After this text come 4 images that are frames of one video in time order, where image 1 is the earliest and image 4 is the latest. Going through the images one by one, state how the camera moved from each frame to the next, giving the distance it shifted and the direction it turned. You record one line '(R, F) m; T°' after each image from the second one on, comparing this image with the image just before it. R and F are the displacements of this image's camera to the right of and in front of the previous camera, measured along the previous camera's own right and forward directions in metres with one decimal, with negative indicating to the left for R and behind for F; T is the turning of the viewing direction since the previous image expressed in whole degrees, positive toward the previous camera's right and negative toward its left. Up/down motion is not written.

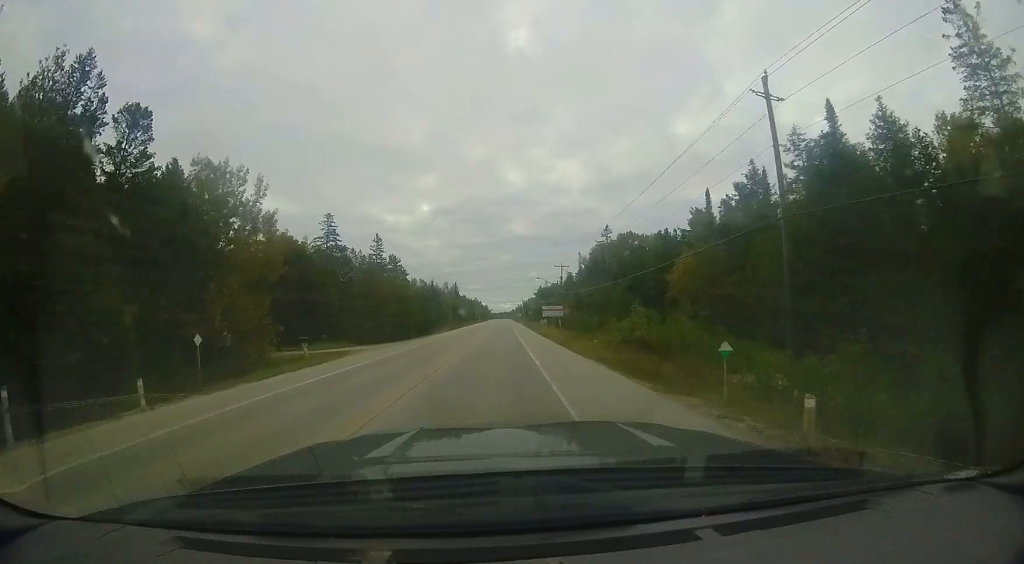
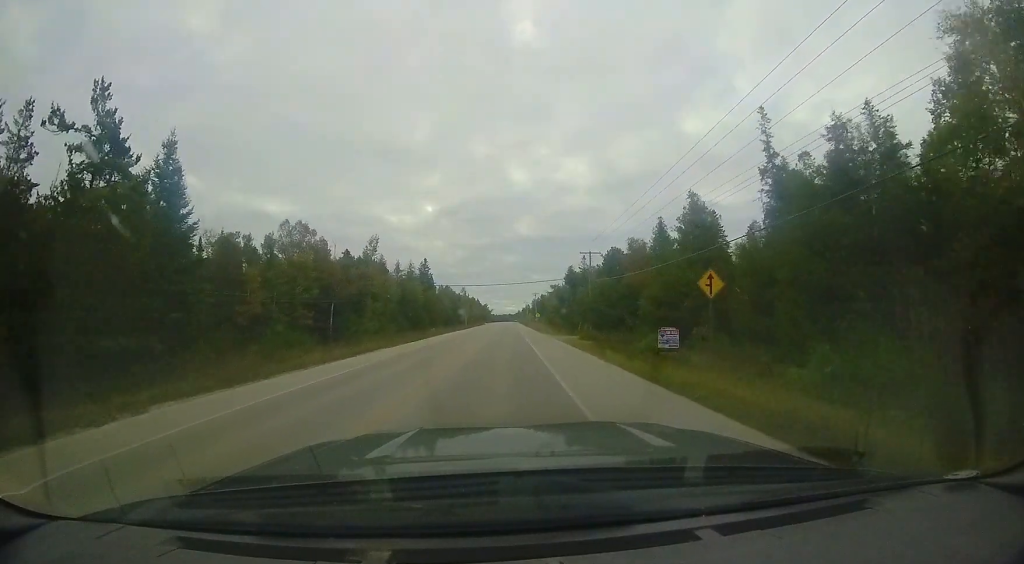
(-0.4, +48.4) m; -1°
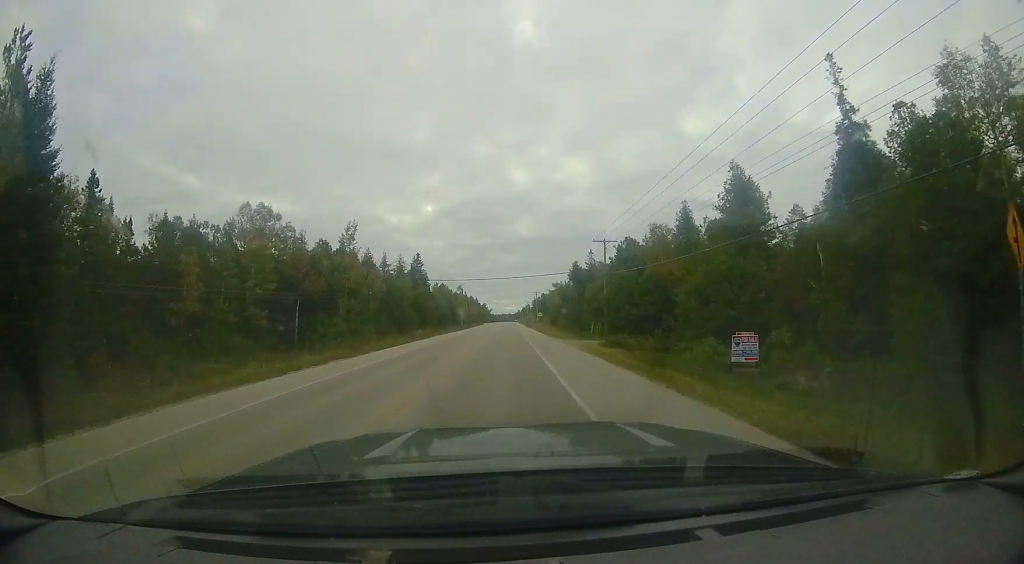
(+0.2, +7.8) m; 0°
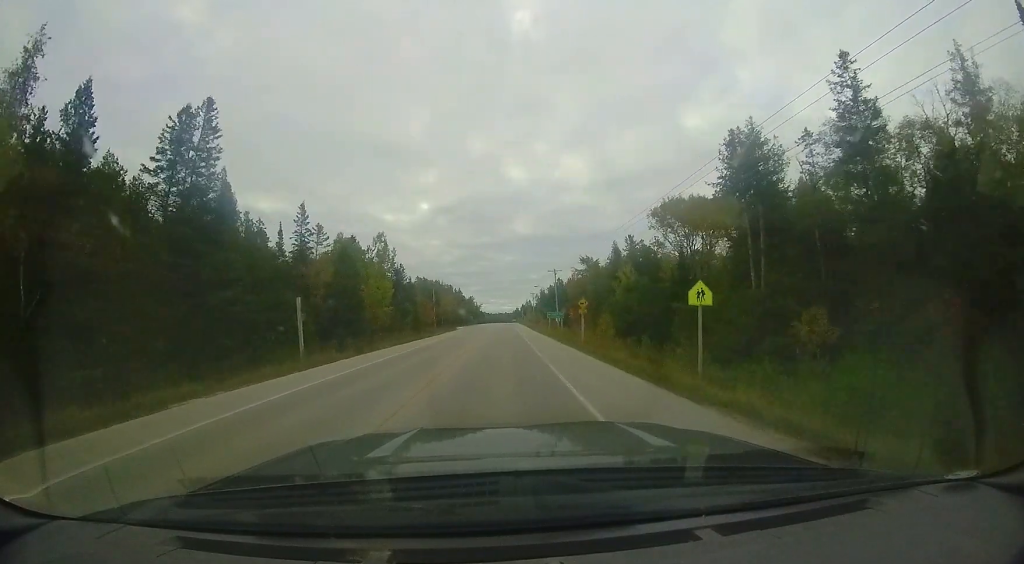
(+0.1, +70.4) m; +1°
